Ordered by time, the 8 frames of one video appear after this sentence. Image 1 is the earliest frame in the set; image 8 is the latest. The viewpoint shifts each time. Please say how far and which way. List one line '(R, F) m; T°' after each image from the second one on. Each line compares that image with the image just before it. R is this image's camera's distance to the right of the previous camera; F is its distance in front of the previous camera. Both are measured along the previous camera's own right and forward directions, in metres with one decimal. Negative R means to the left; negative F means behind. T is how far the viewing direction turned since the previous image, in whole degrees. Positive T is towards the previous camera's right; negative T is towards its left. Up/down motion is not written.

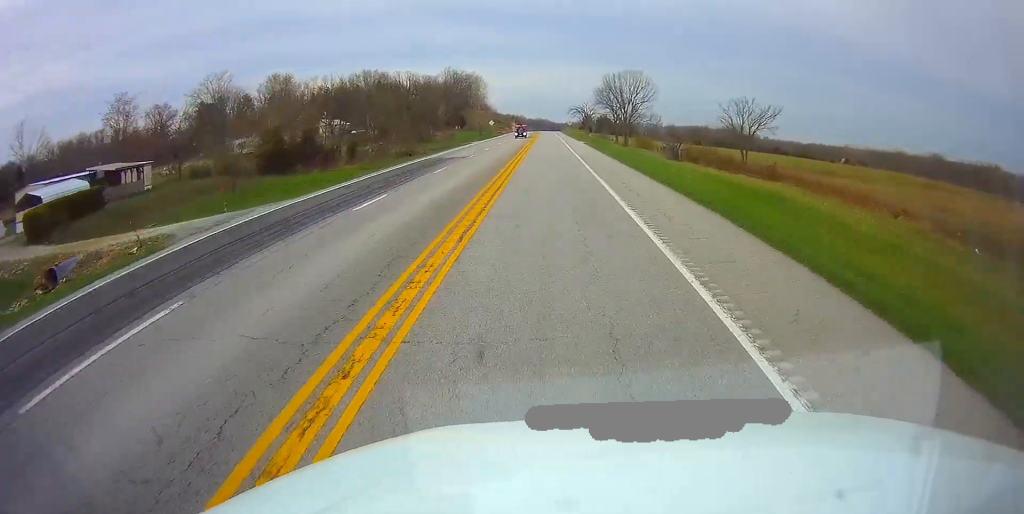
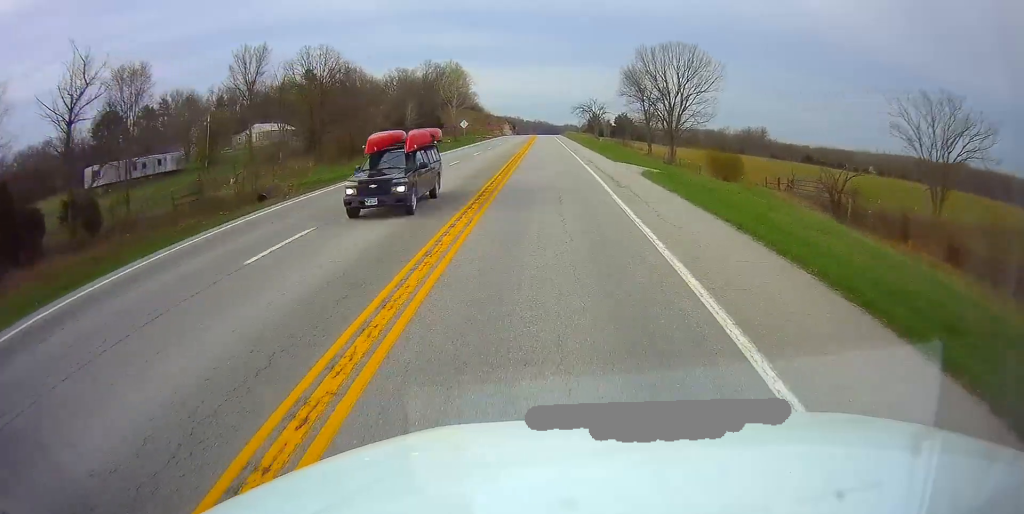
(-0.1, +42.4) m; 0°
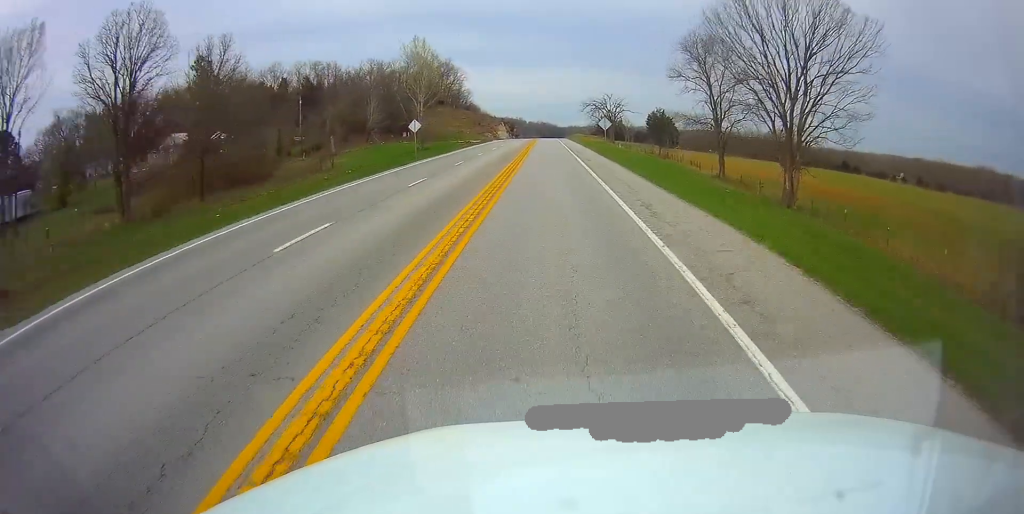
(+0.5, +35.0) m; 0°
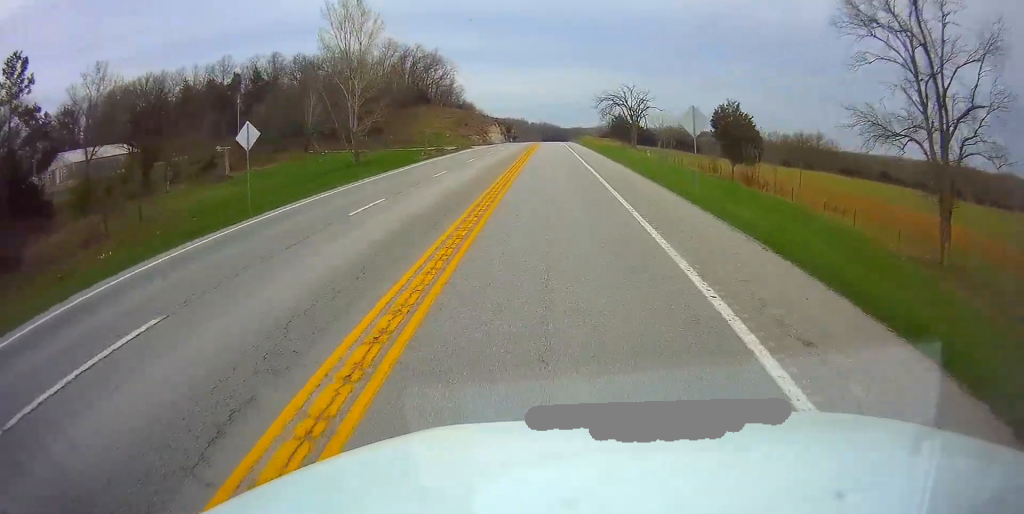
(-0.6, +31.9) m; 0°
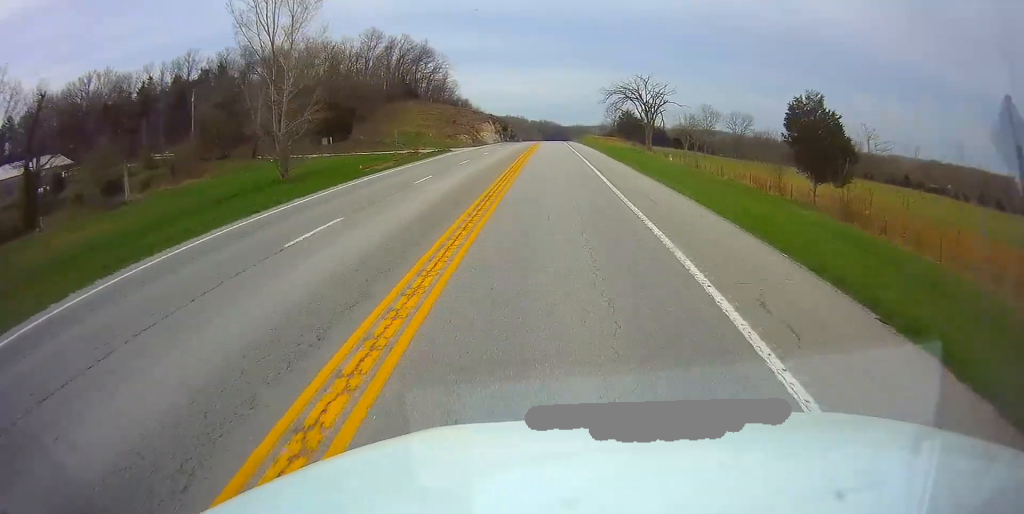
(+0.3, +16.5) m; 0°
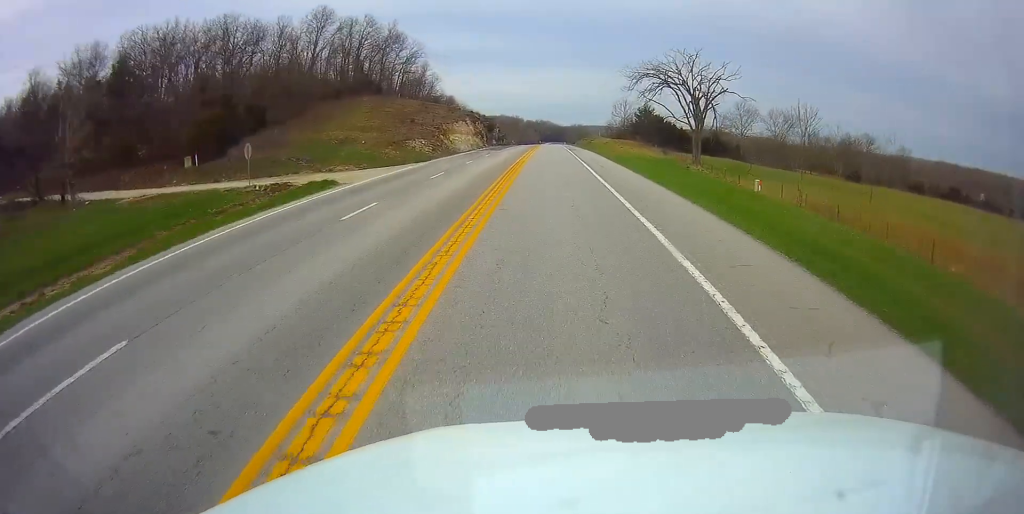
(0.0, +32.8) m; -1°
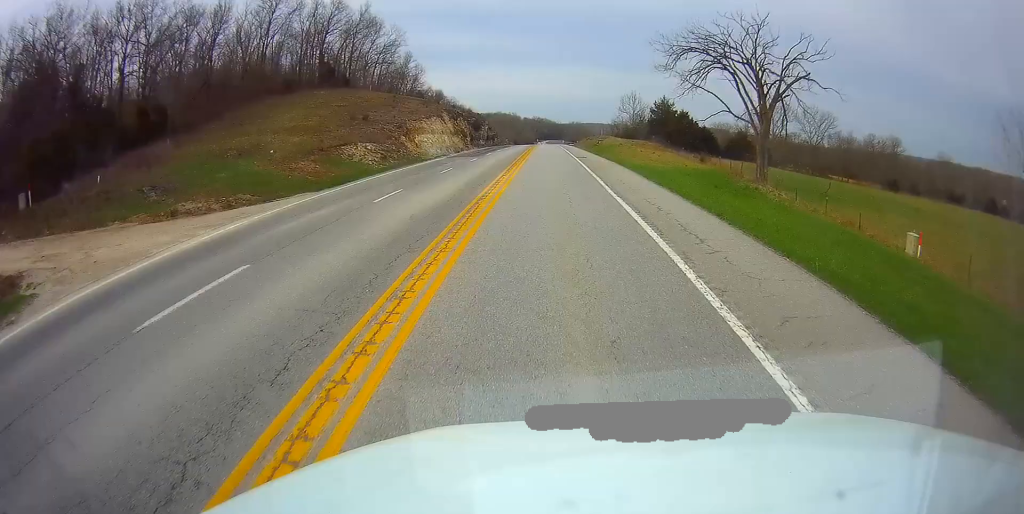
(-0.2, +20.5) m; 0°
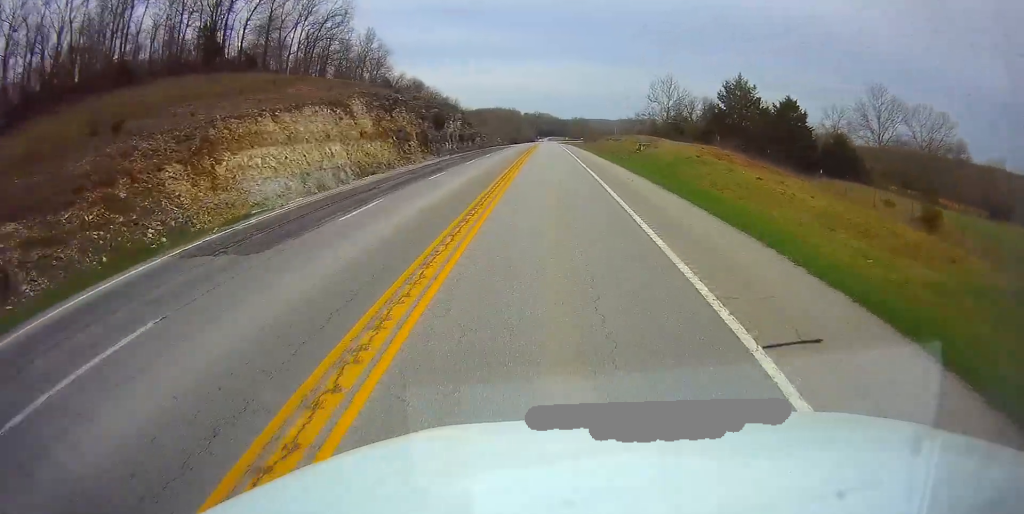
(+0.4, +39.1) m; +1°
